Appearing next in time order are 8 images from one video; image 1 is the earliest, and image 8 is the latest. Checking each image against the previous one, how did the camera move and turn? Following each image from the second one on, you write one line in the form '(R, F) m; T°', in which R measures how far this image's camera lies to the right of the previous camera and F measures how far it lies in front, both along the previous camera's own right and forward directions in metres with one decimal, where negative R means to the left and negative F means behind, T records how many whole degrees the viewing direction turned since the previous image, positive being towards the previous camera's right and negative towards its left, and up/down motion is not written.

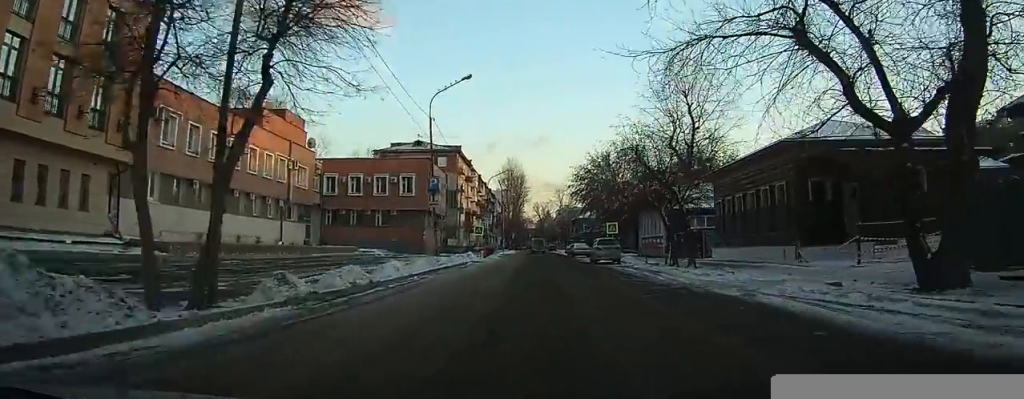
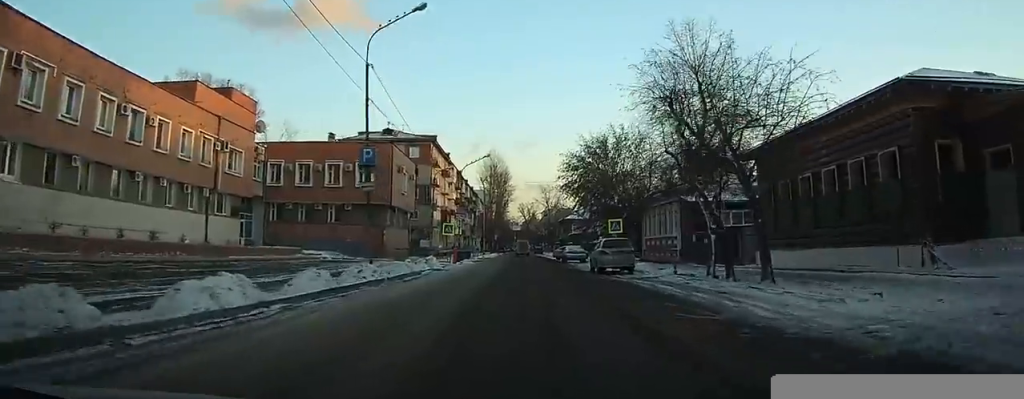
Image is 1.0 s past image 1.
(-0.1, +10.9) m; -1°
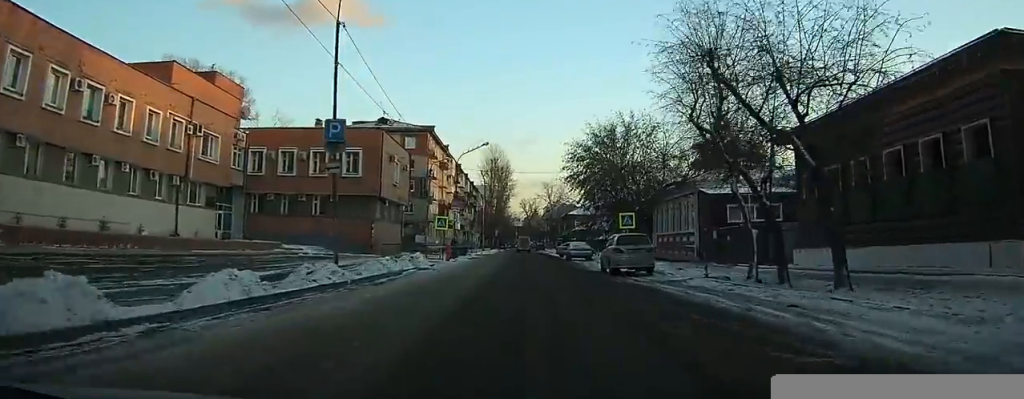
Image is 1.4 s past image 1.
(0.0, +4.3) m; 0°
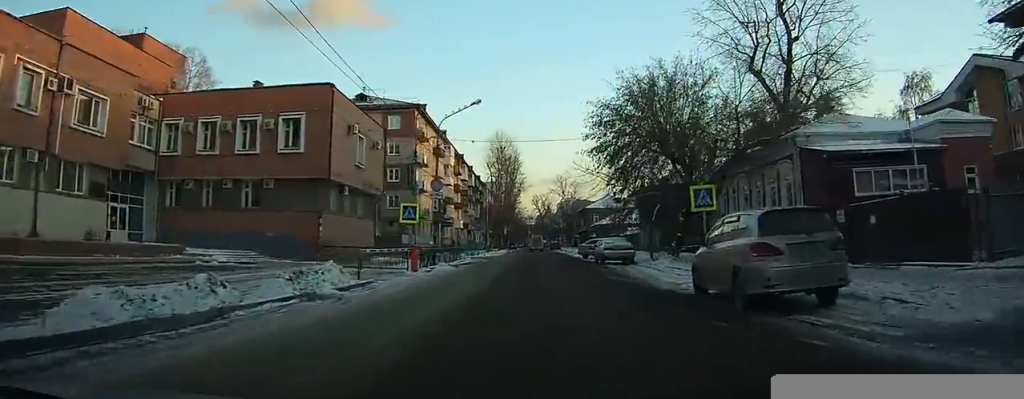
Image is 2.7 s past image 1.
(0.0, +14.1) m; 0°
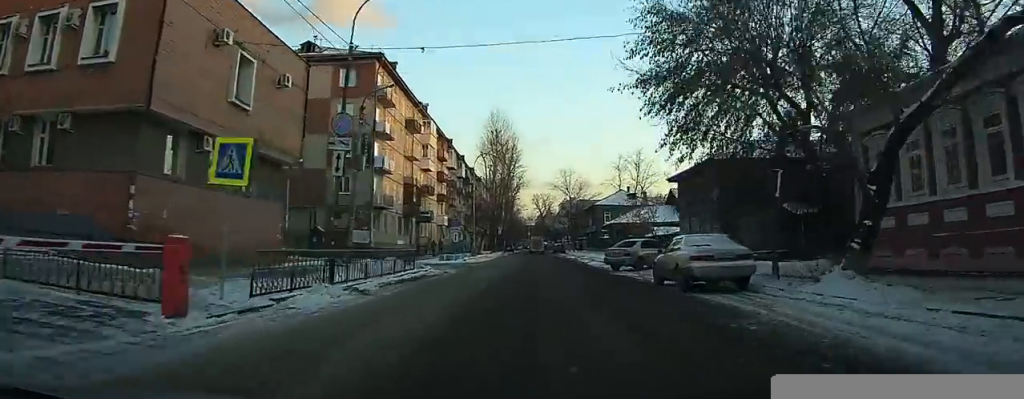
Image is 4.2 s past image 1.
(0.0, +16.4) m; 0°
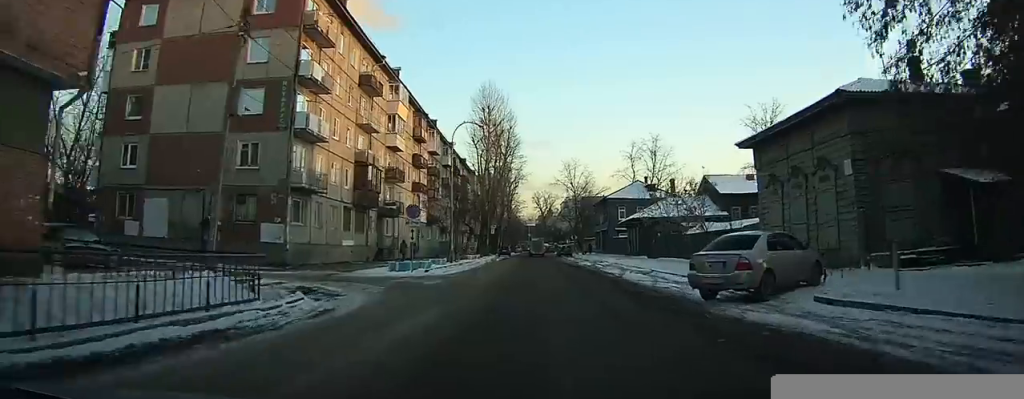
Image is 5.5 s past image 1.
(+0.2, +15.2) m; +1°
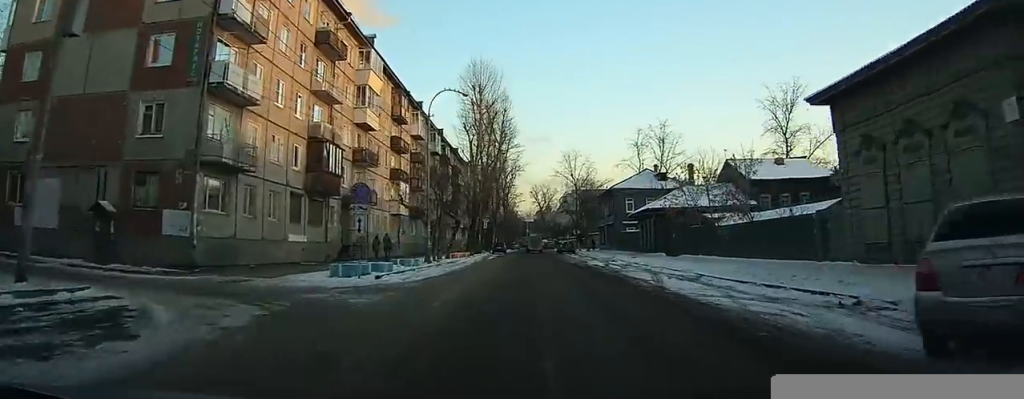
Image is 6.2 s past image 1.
(+0.1, +8.0) m; -1°
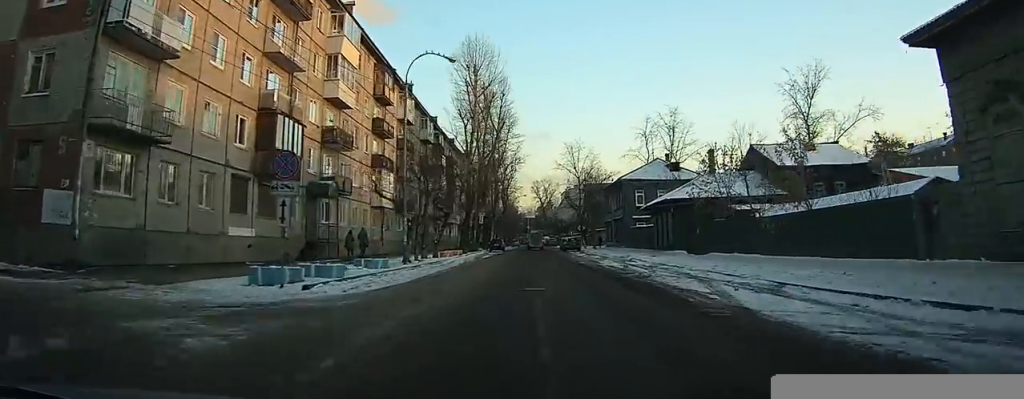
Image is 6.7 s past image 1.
(-0.1, +6.2) m; -1°
